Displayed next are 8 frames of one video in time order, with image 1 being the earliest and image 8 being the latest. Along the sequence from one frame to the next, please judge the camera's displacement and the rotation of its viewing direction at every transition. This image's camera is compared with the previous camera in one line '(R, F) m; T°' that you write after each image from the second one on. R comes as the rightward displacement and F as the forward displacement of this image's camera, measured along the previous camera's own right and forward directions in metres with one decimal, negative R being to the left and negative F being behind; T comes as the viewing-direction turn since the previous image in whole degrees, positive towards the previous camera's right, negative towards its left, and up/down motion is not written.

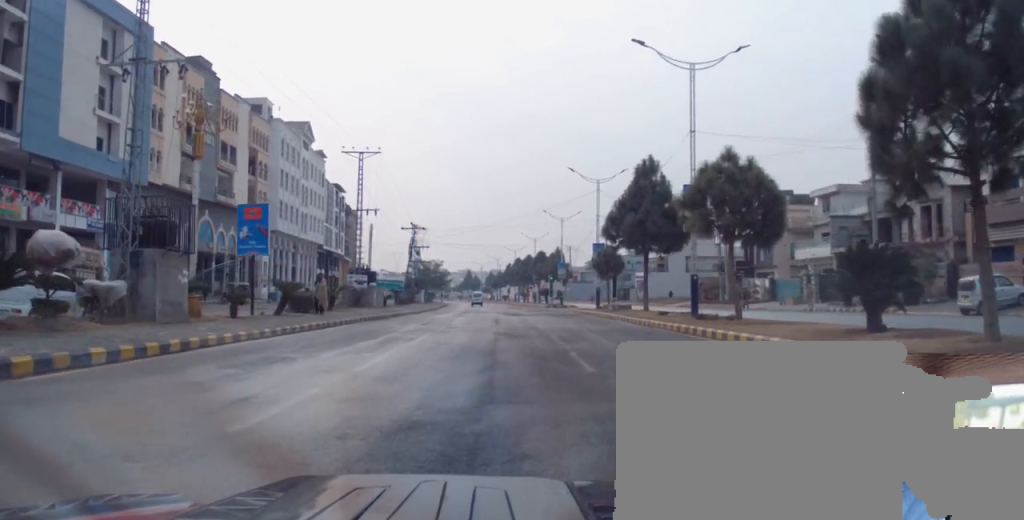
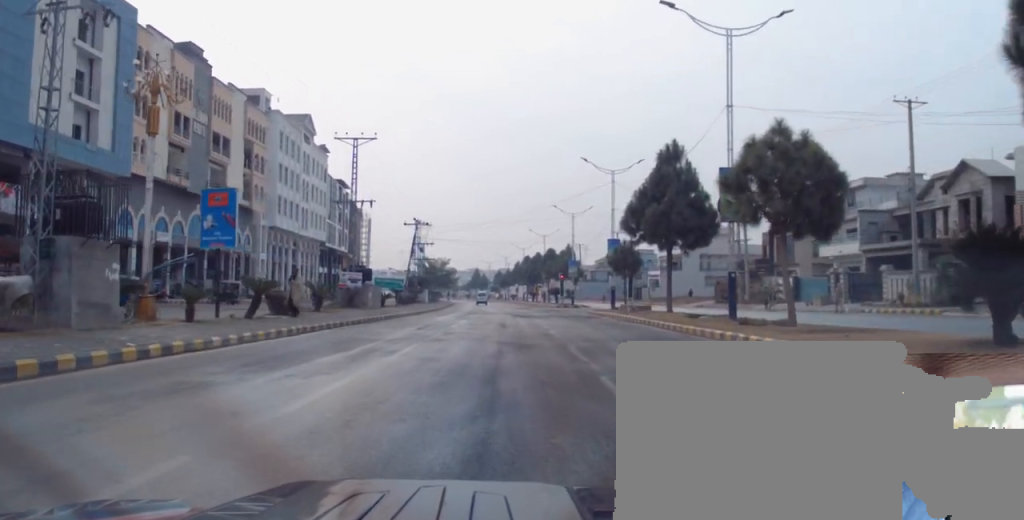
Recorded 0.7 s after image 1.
(0.0, +3.9) m; 0°
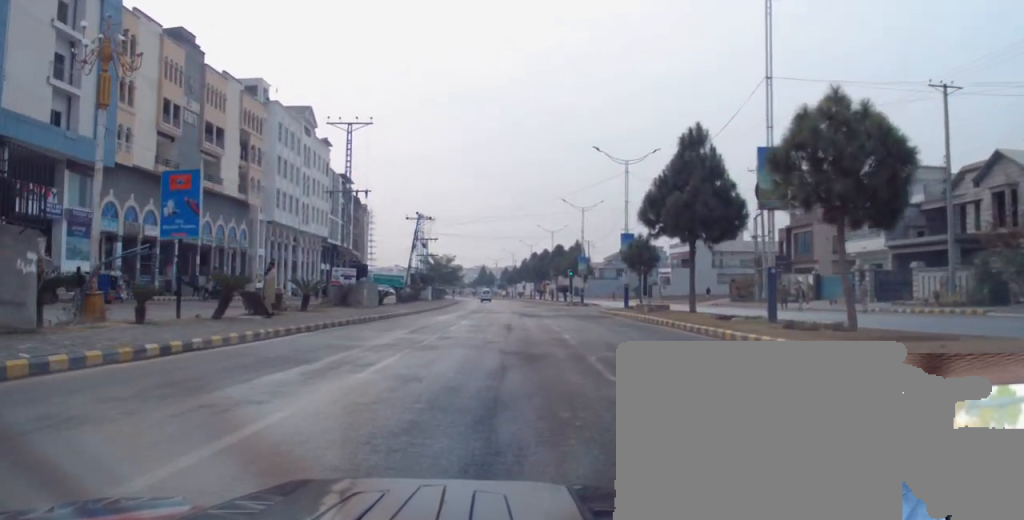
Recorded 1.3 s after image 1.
(0.0, +3.3) m; 0°
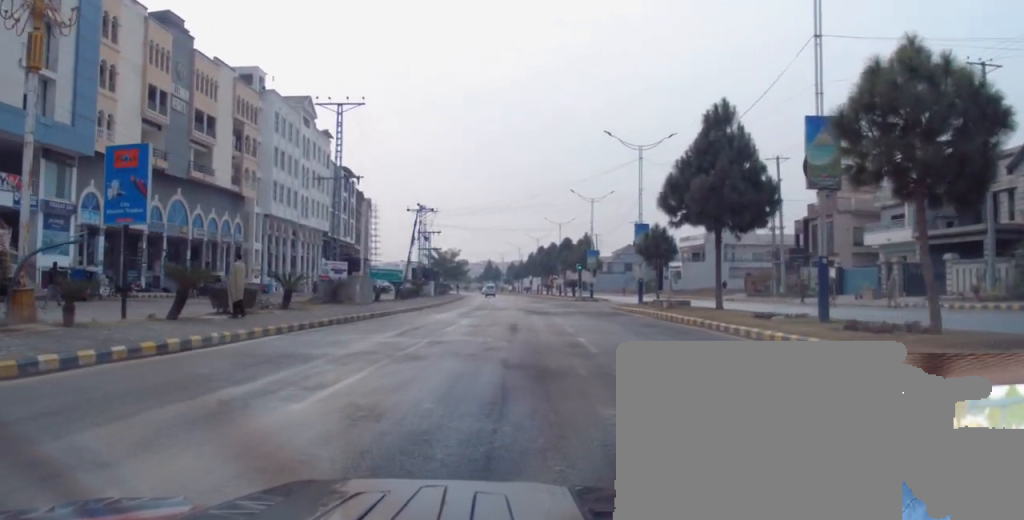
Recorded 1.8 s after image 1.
(0.0, +3.1) m; 0°
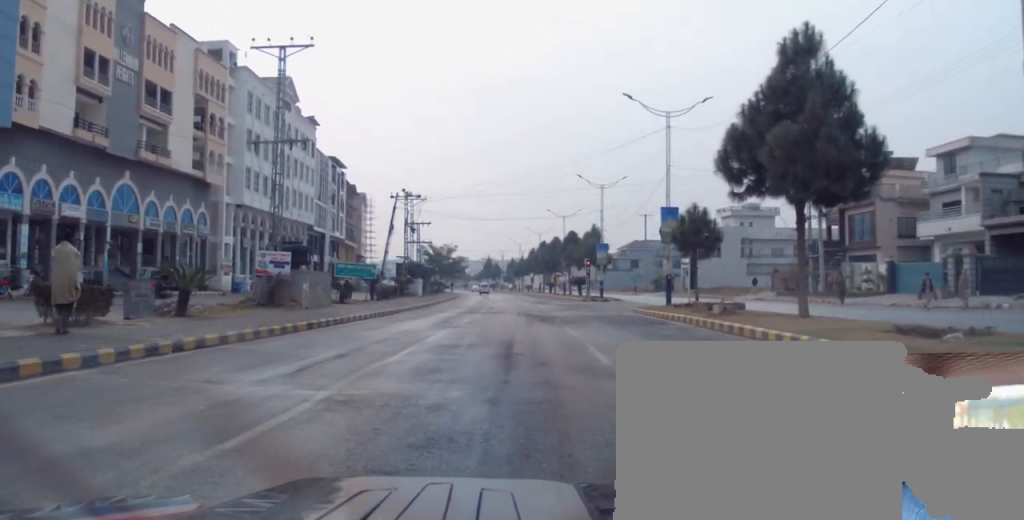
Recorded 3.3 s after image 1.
(-0.1, +8.6) m; -3°
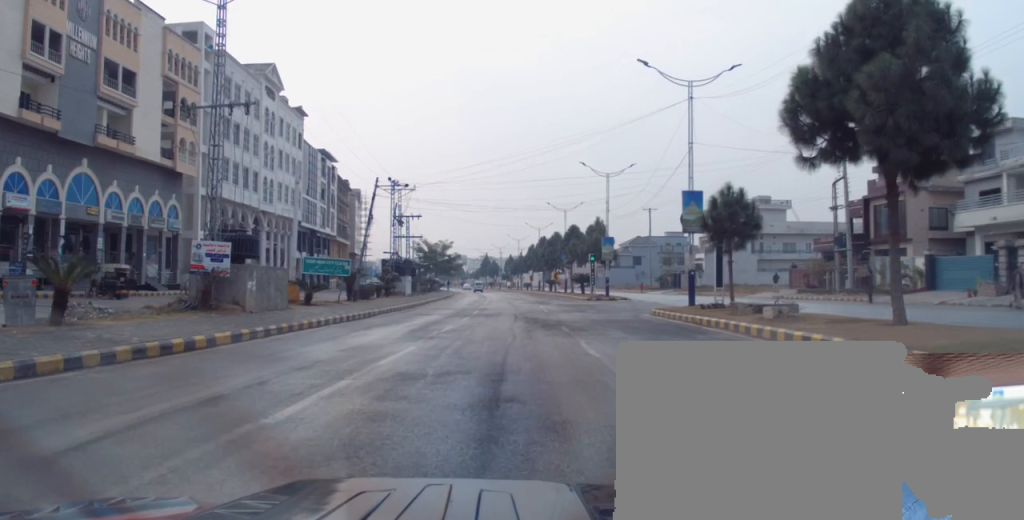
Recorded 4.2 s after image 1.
(-0.3, +5.5) m; +4°
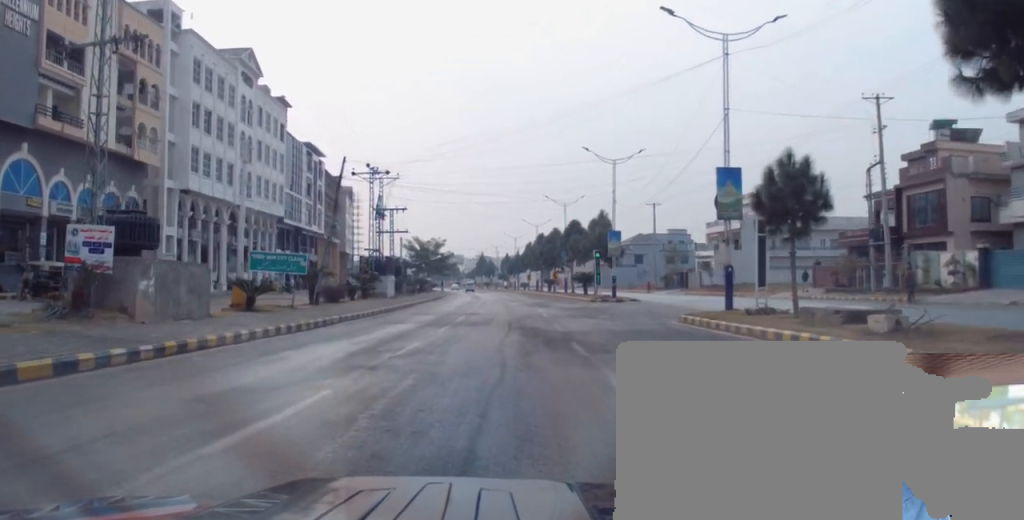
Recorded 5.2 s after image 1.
(+0.7, +6.2) m; 0°
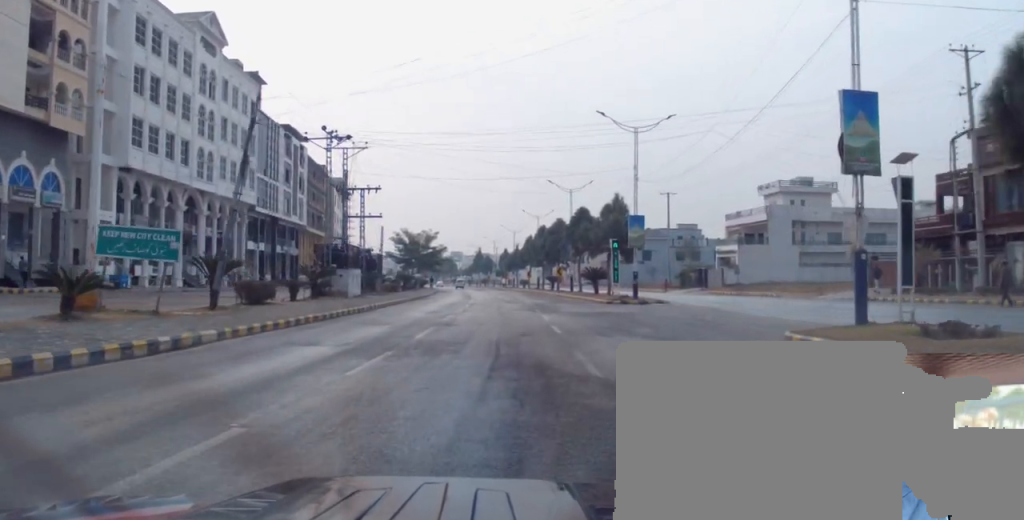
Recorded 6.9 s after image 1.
(-0.8, +10.2) m; -1°
